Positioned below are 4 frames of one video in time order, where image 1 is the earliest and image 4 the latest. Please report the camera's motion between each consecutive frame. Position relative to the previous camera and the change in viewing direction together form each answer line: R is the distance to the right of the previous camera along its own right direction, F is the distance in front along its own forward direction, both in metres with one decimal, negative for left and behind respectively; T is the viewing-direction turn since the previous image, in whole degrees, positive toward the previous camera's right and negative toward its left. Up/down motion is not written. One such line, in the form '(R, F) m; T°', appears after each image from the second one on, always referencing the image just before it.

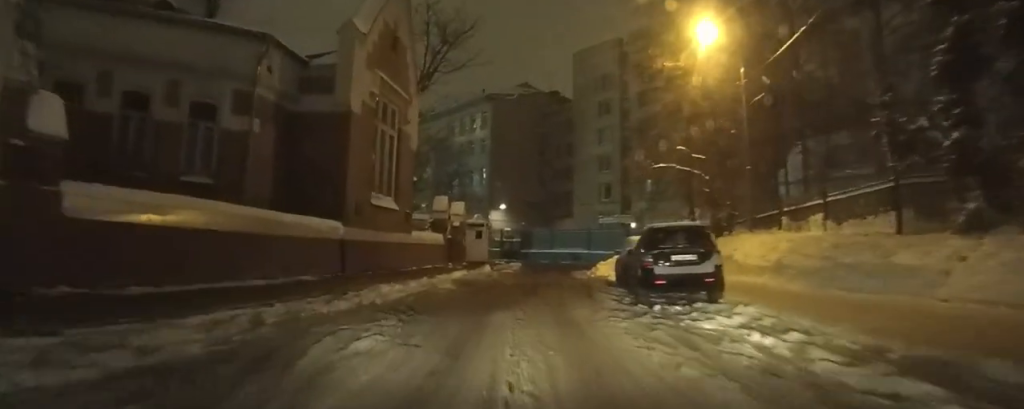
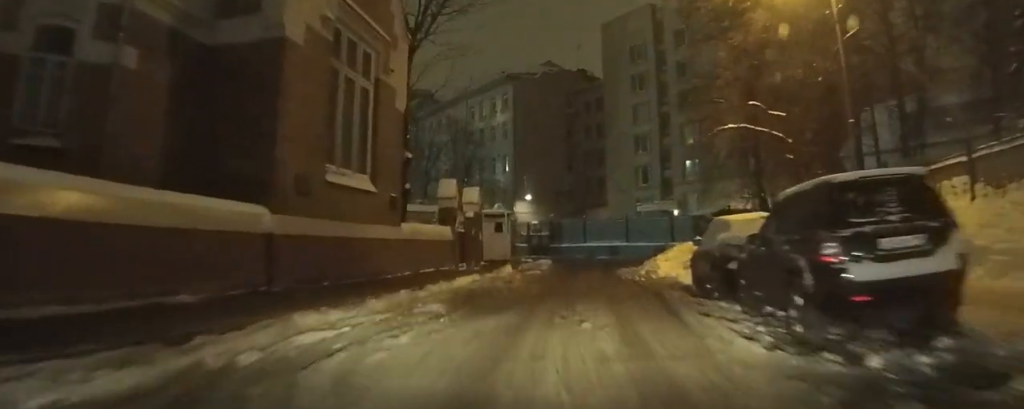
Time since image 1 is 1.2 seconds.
(-0.2, +6.9) m; -1°
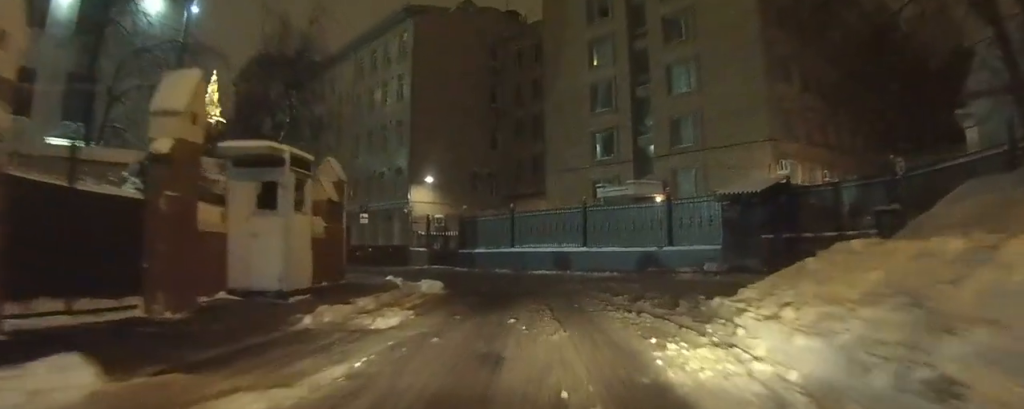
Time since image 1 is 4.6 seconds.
(+0.8, +20.2) m; +3°
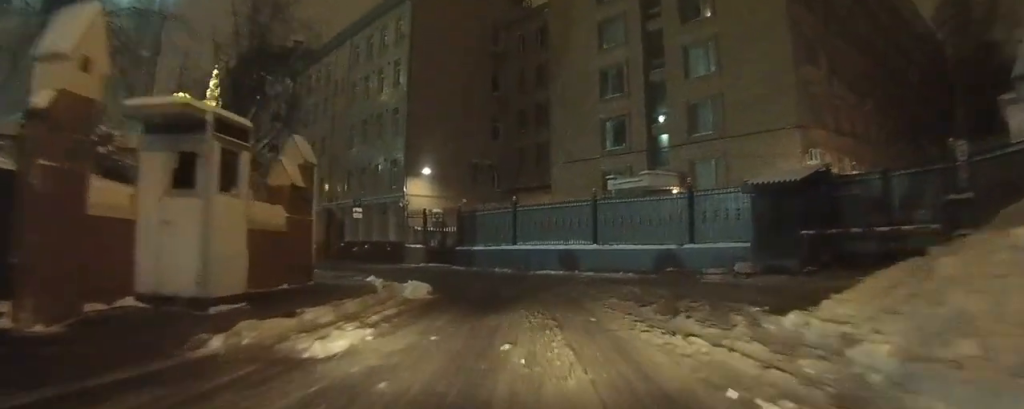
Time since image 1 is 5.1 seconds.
(0.0, +2.7) m; -1°
